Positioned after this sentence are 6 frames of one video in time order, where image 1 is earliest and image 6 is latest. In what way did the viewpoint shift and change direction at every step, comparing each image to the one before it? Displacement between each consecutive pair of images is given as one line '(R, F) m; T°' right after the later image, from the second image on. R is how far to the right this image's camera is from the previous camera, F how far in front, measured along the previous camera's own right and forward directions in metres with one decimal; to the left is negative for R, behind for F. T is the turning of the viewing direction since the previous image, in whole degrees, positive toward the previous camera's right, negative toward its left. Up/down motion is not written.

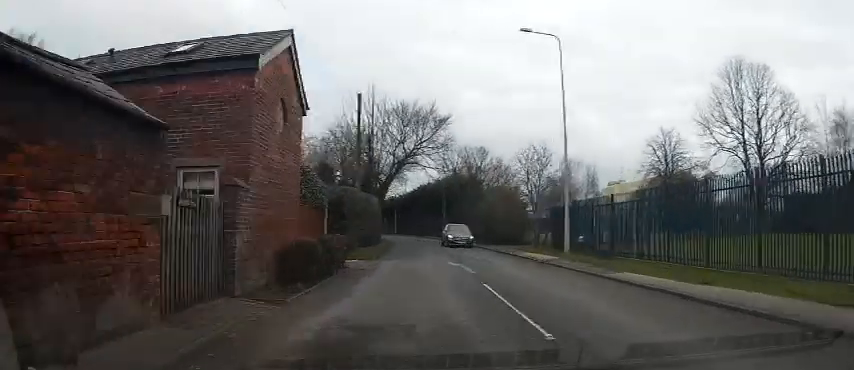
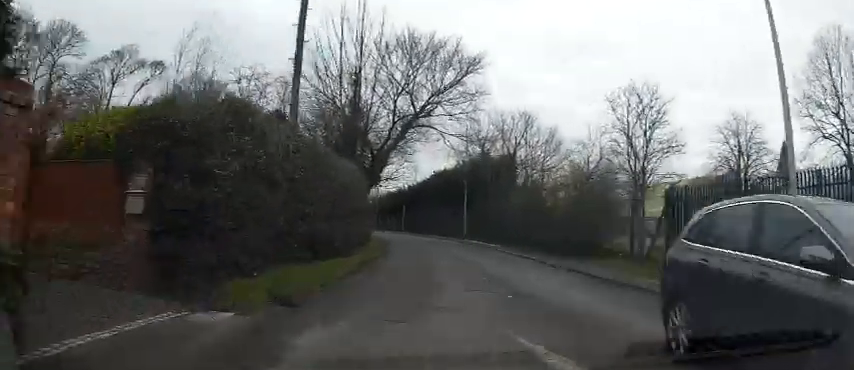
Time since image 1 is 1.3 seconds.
(-0.1, +15.0) m; -1°
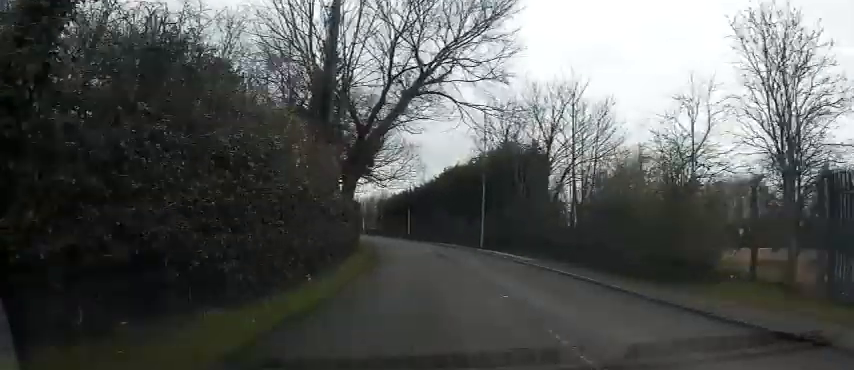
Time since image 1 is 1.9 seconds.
(0.0, +8.1) m; 0°
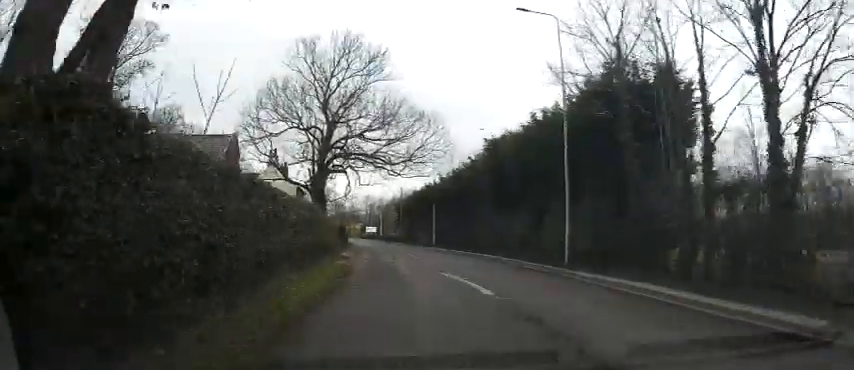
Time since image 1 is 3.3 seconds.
(-0.2, +16.4) m; -2°
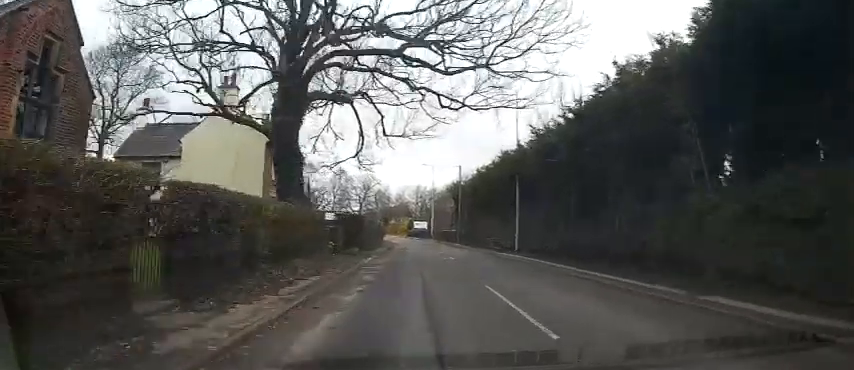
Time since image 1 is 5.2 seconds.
(-0.9, +22.2) m; -5°
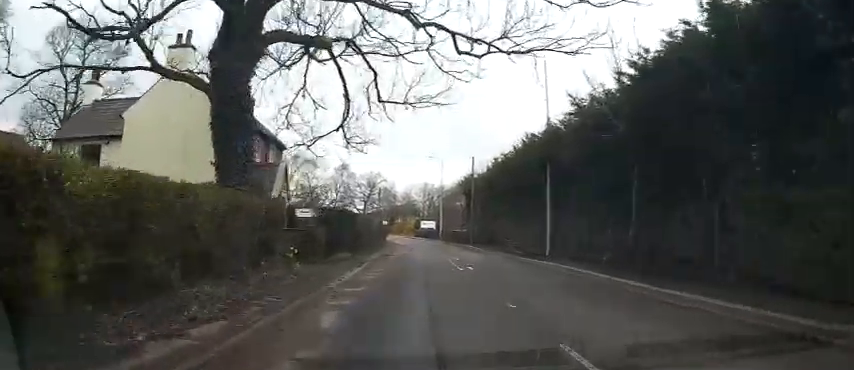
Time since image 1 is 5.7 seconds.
(-0.1, +6.3) m; -1°
